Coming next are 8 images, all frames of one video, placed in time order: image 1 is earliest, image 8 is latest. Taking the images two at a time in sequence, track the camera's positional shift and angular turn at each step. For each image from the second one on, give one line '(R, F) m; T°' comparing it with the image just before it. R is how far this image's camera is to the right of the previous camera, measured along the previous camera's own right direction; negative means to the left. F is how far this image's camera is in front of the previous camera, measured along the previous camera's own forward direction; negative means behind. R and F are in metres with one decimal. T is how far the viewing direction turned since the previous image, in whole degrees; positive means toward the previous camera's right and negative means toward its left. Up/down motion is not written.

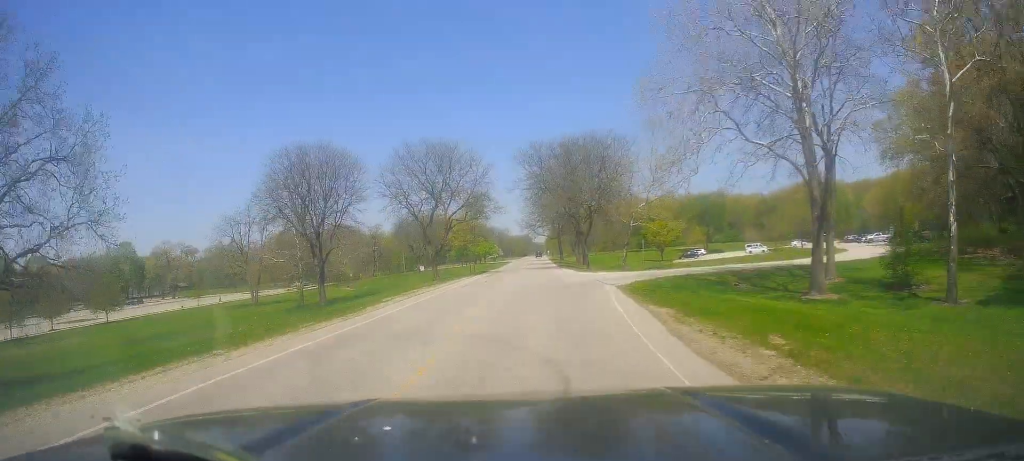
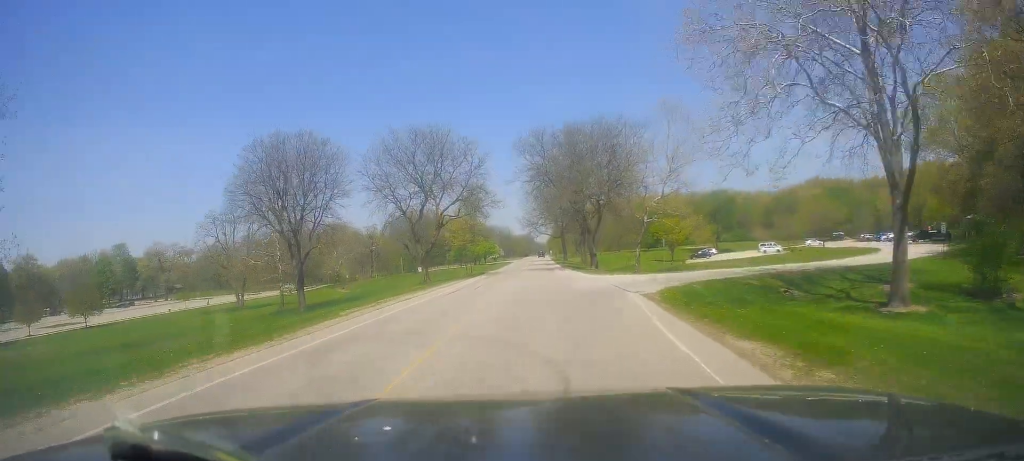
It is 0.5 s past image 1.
(+0.2, +7.1) m; -2°
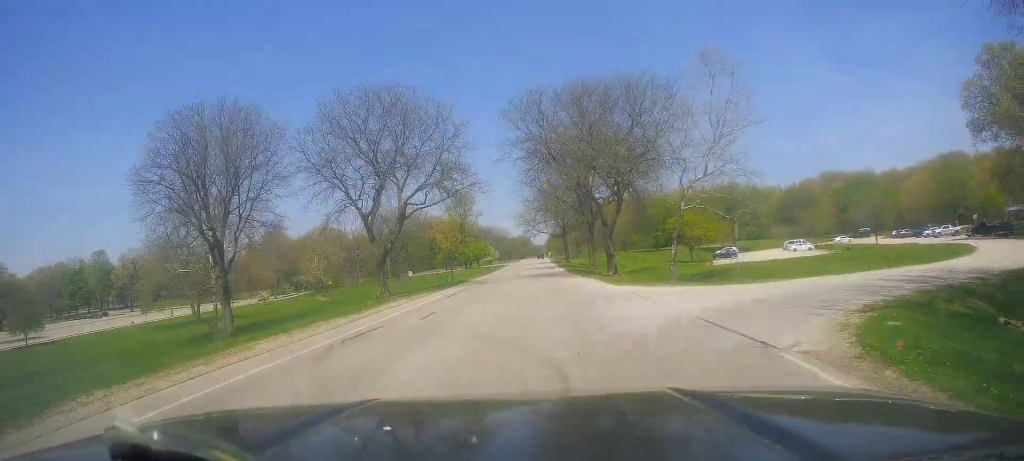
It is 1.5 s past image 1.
(-1.0, +15.9) m; -2°
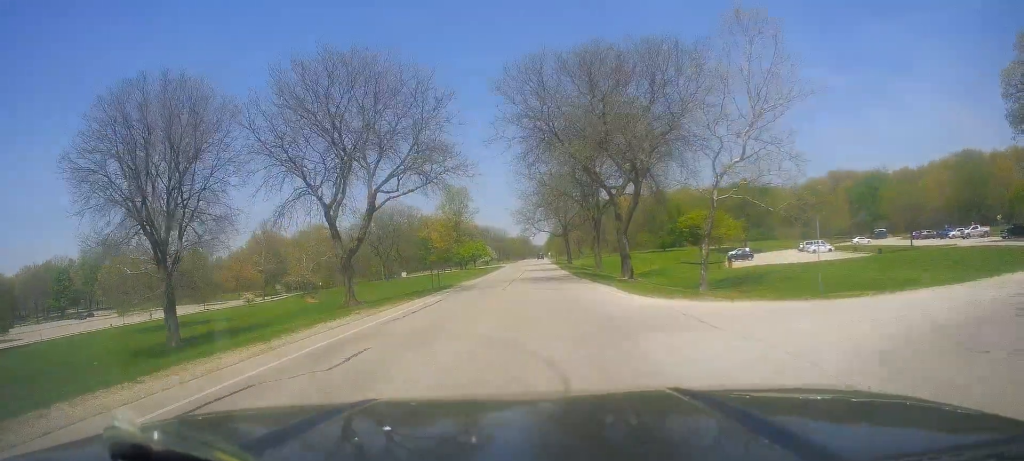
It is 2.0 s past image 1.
(+0.2, +8.2) m; +2°
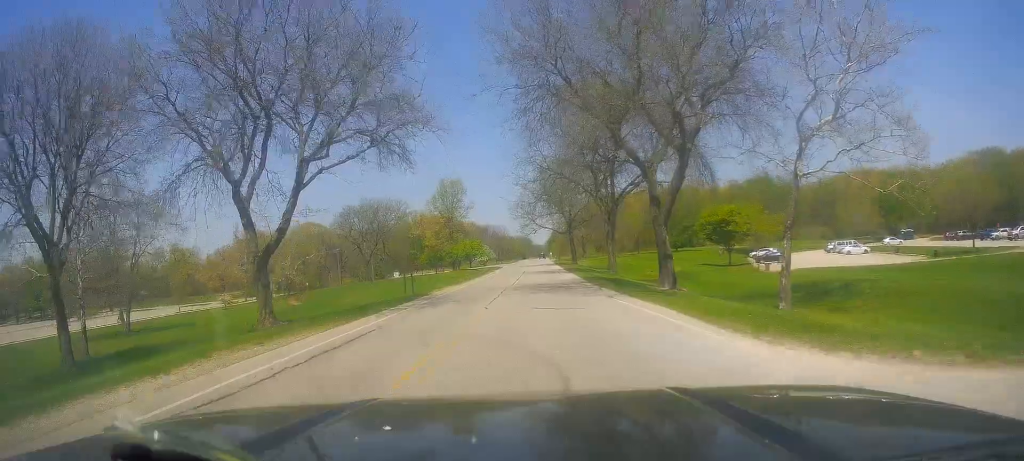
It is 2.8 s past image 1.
(+0.3, +11.7) m; +1°
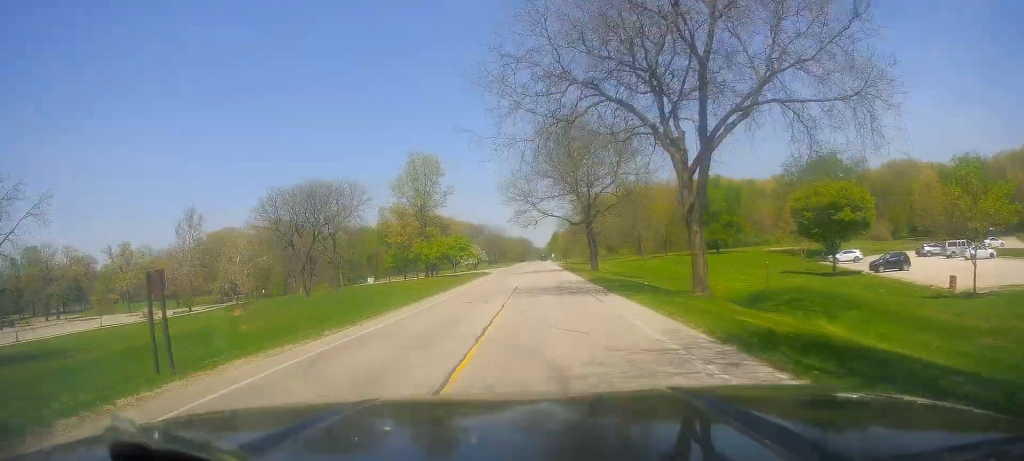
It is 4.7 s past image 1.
(-0.1, +29.2) m; 0°
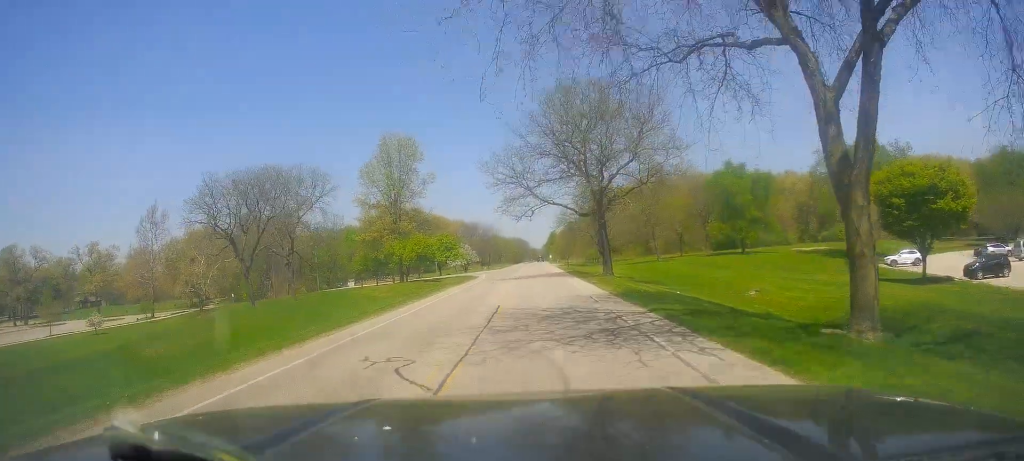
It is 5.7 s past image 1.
(+0.4, +14.2) m; -1°
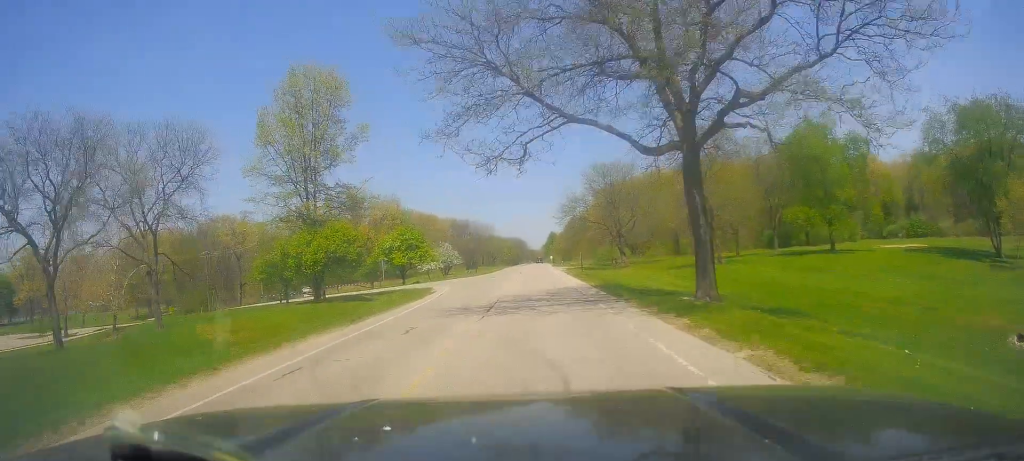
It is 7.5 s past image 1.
(+0.1, +27.9) m; +3°
